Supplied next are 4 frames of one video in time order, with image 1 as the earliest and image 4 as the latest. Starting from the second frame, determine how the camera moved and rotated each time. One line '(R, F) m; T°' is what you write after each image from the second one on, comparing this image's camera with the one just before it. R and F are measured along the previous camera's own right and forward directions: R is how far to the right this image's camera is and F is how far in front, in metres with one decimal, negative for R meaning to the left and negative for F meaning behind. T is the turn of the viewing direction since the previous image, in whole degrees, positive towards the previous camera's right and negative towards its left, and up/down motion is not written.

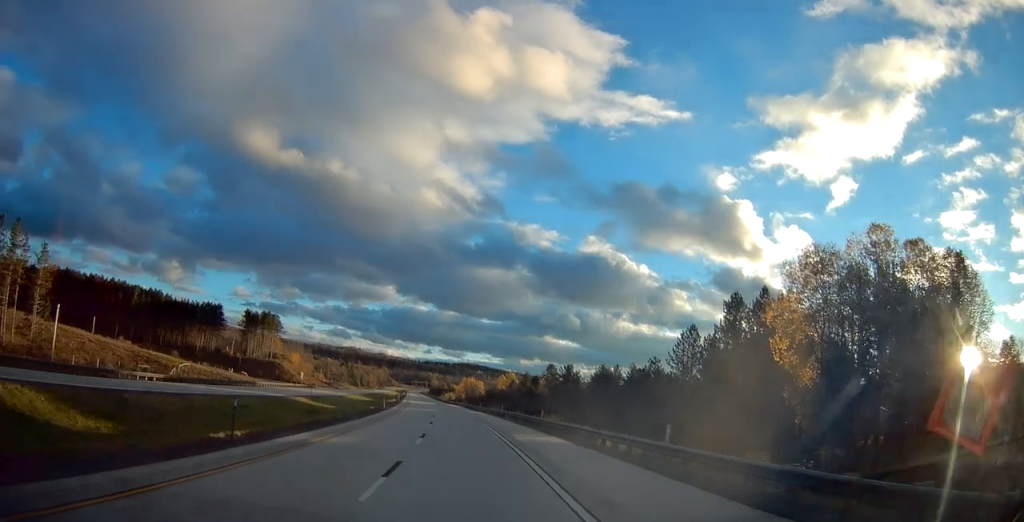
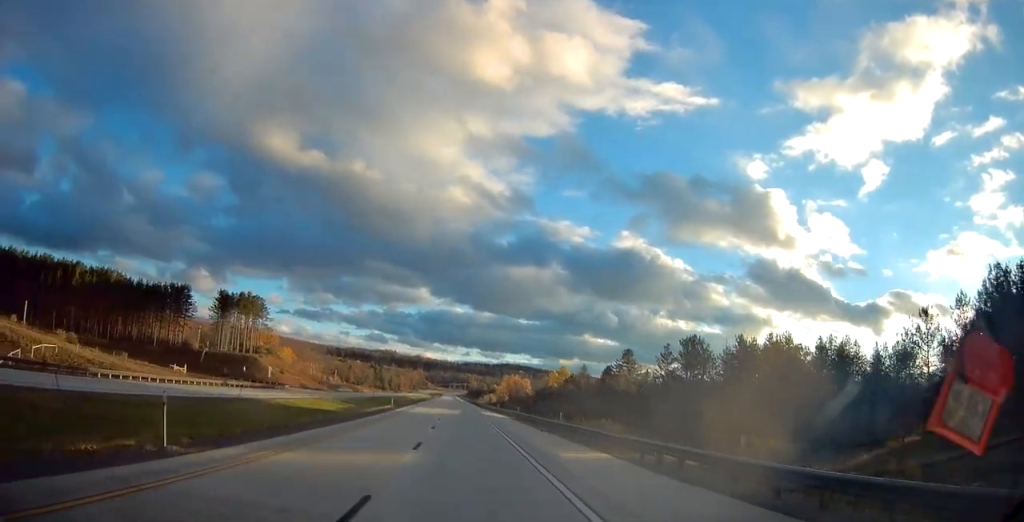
(-2.1, +54.3) m; -4°
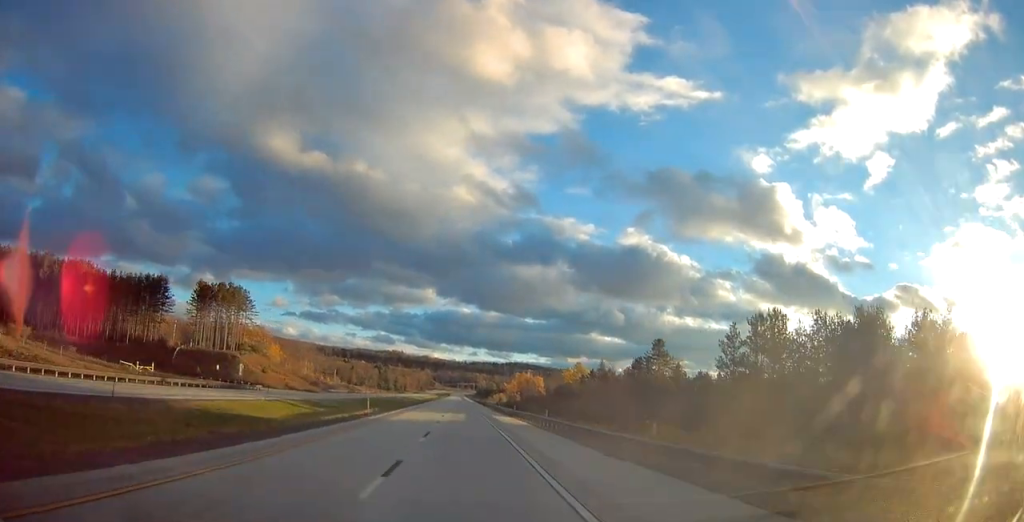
(-0.2, +18.5) m; -1°
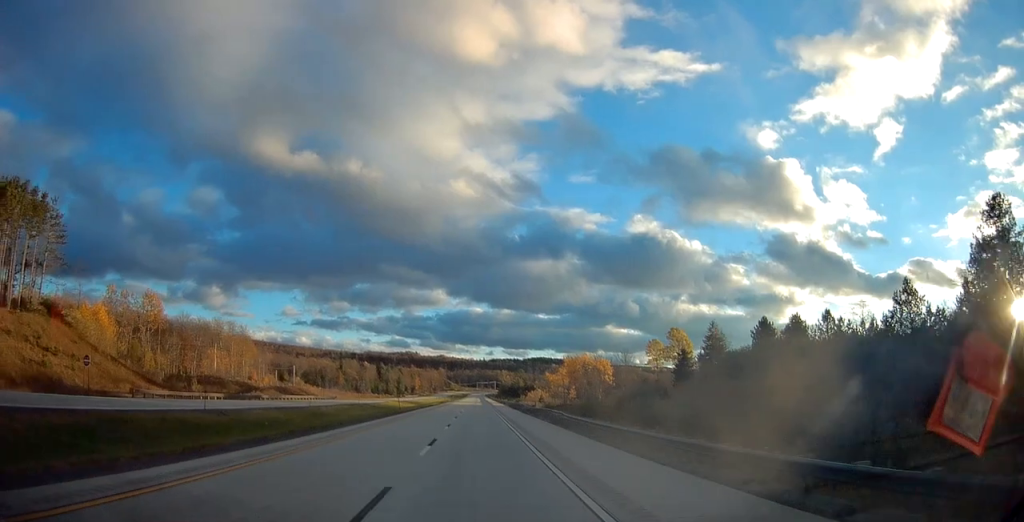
(-3.0, +89.2) m; -3°
